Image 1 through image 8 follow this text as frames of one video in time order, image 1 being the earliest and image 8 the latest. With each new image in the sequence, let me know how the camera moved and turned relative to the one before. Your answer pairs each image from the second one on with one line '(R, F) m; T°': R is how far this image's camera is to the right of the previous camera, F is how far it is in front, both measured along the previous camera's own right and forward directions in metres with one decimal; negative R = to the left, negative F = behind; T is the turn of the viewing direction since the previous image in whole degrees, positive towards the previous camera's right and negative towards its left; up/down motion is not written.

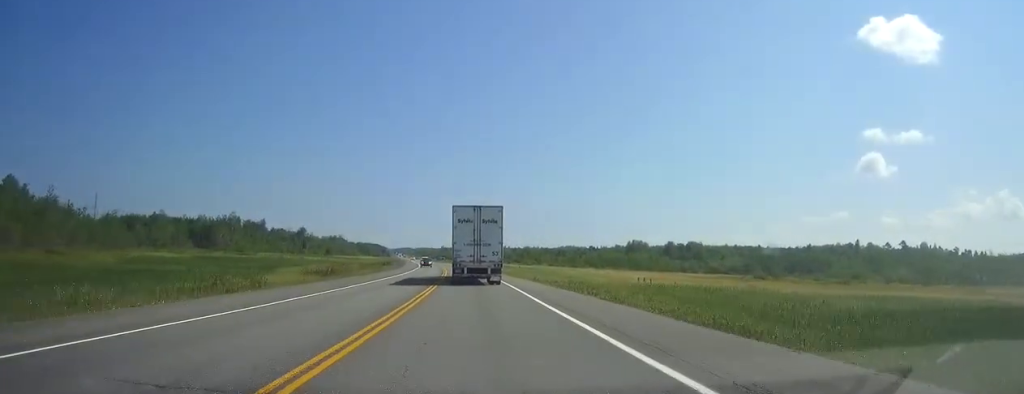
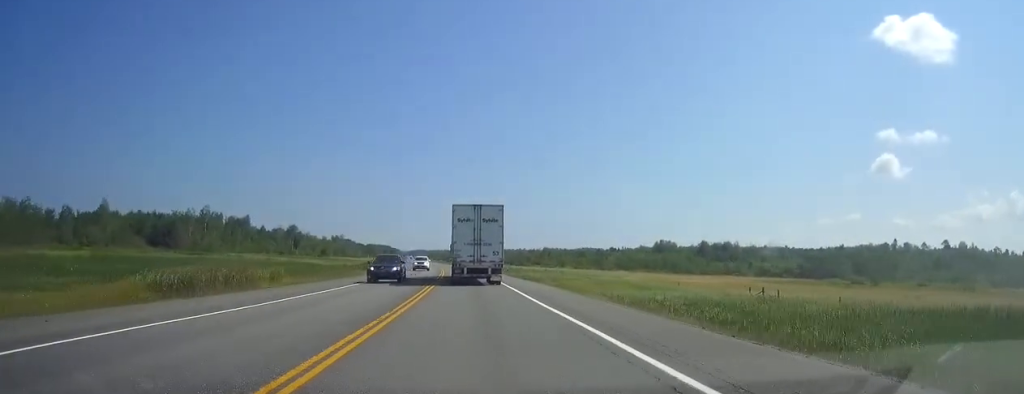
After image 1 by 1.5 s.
(-0.6, +40.5) m; -2°
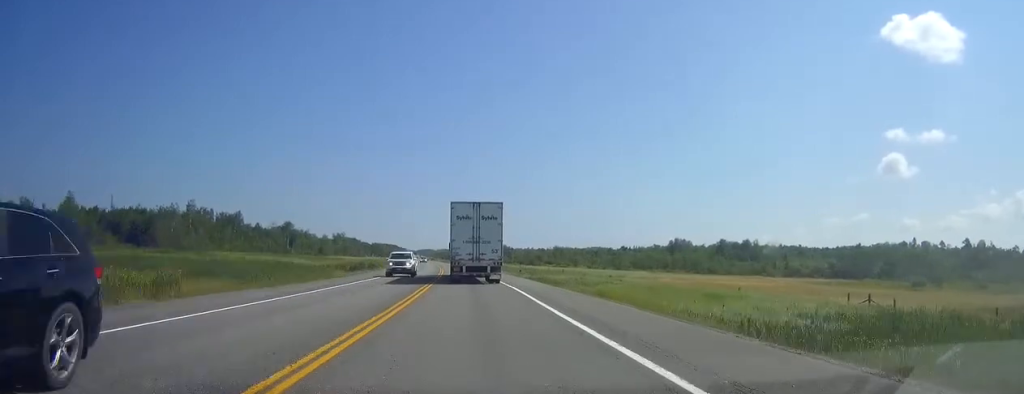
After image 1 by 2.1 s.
(-0.2, +18.4) m; -1°
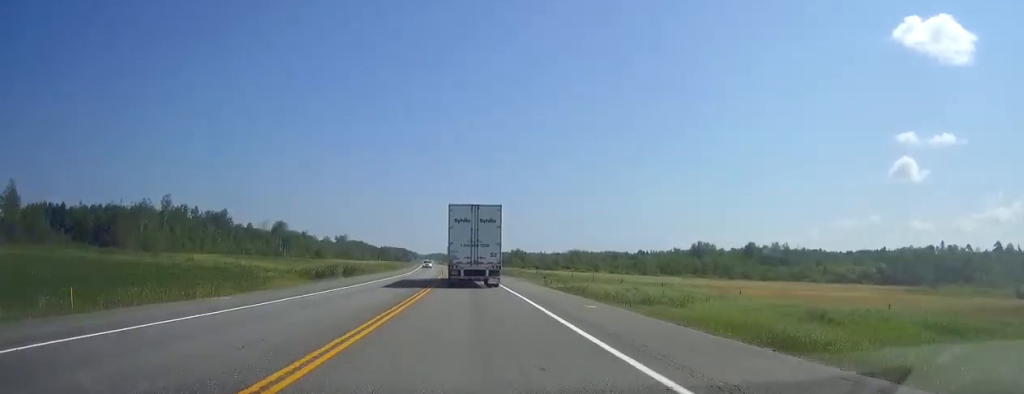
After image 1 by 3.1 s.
(-0.2, +25.8) m; -1°
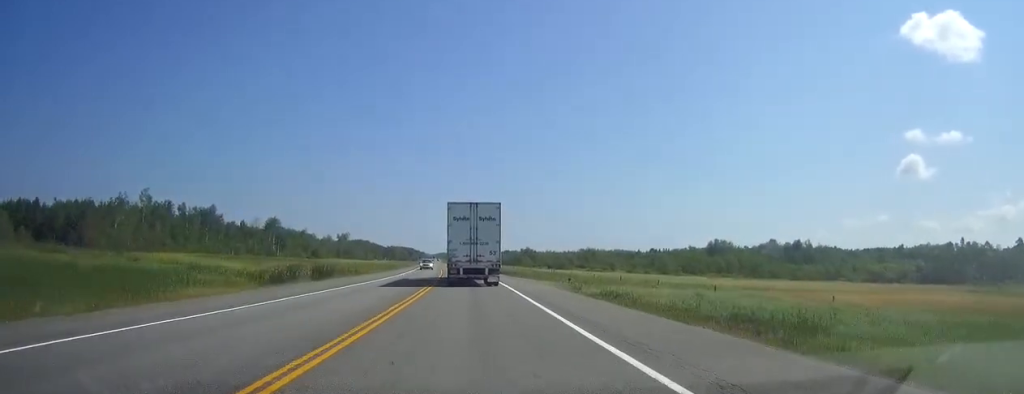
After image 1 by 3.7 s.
(0.0, +17.5) m; -1°
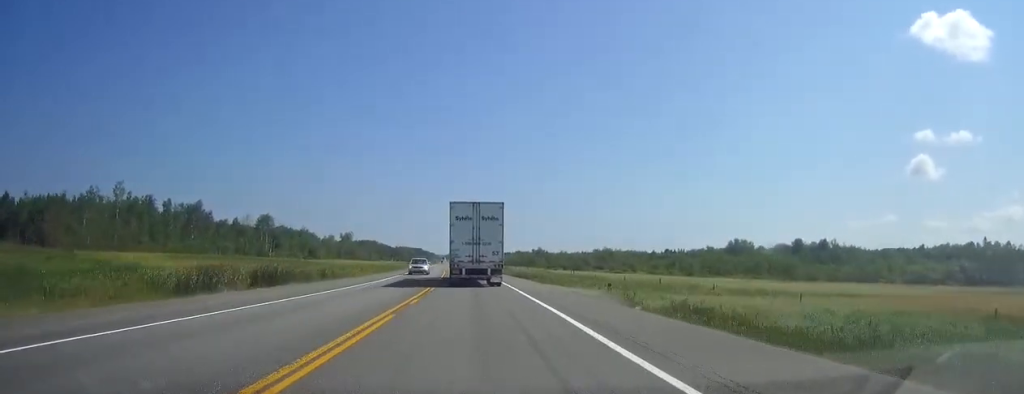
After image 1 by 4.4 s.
(-0.1, +18.4) m; -1°
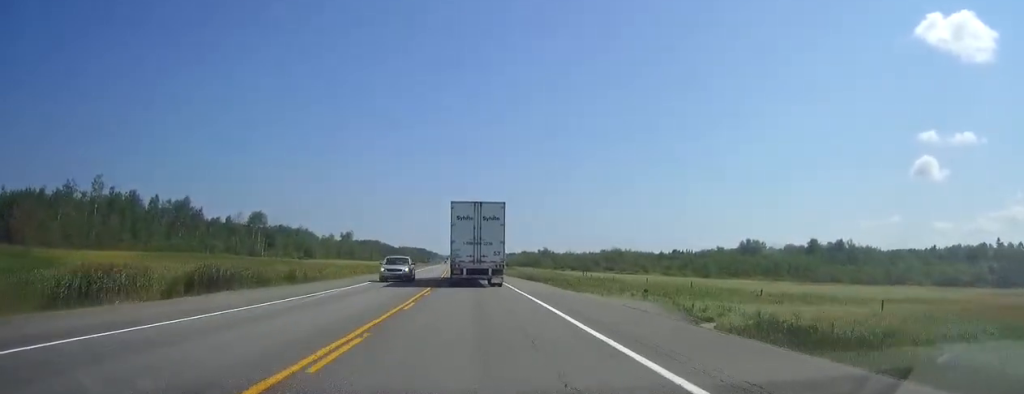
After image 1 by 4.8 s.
(0.0, +12.0) m; -1°
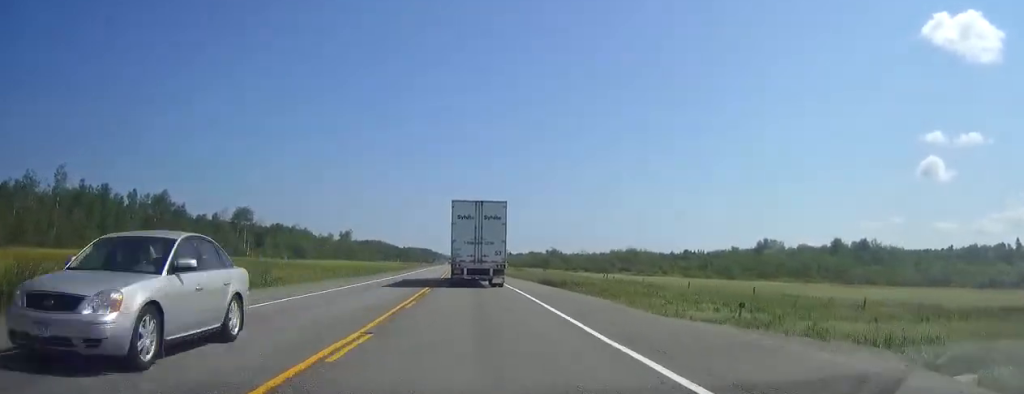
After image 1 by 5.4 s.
(-0.2, +17.5) m; -1°
